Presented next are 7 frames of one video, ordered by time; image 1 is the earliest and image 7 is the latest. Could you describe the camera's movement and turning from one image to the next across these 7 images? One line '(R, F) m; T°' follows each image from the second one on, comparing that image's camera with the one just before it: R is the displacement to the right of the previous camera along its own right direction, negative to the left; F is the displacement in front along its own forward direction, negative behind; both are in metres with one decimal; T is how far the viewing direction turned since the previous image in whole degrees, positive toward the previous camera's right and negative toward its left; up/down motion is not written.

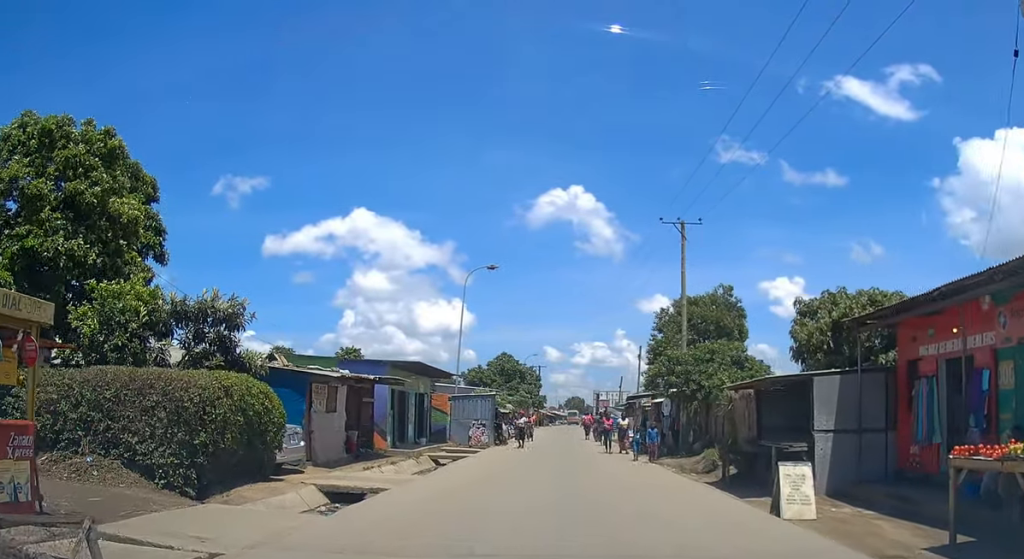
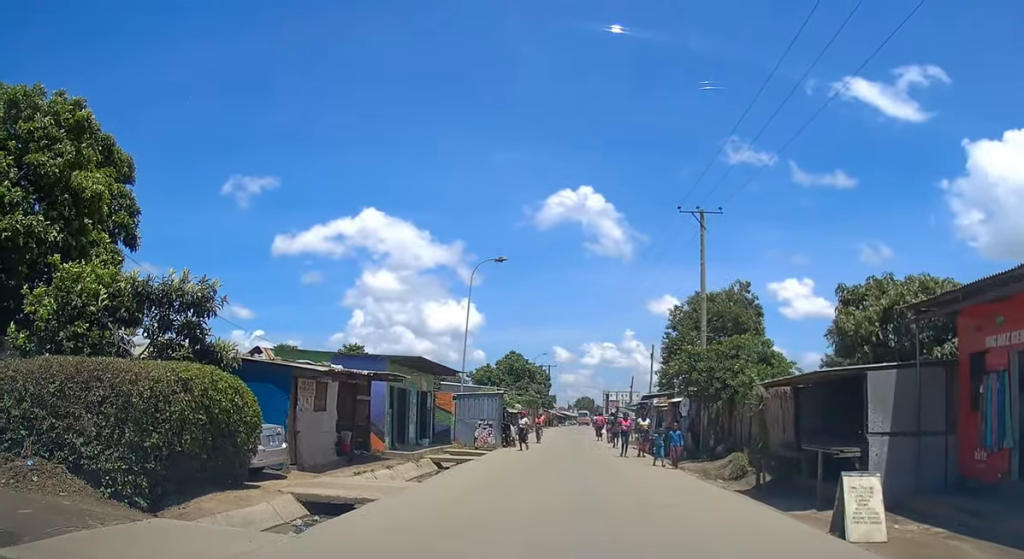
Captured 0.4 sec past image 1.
(0.0, +1.8) m; 0°
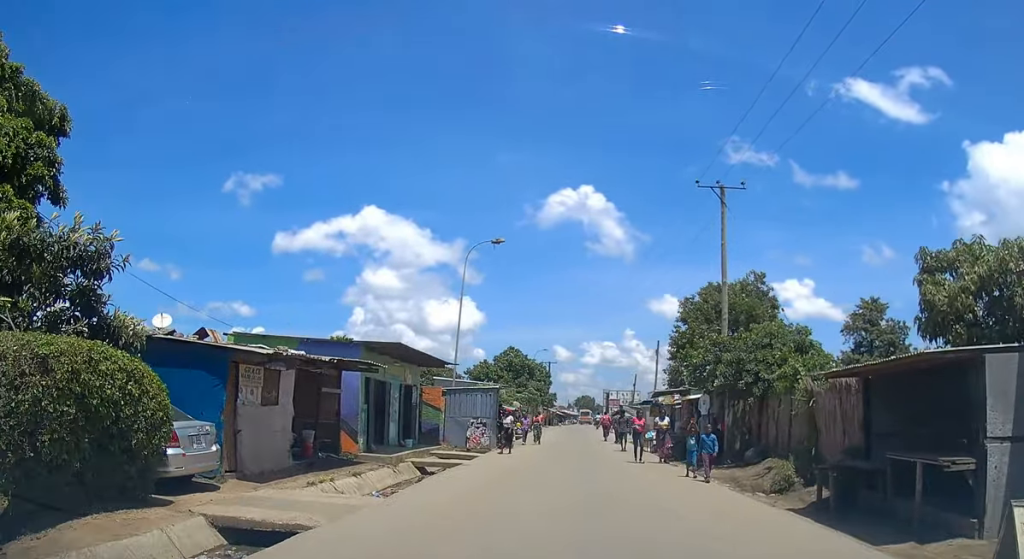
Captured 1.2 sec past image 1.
(0.0, +3.3) m; 0°
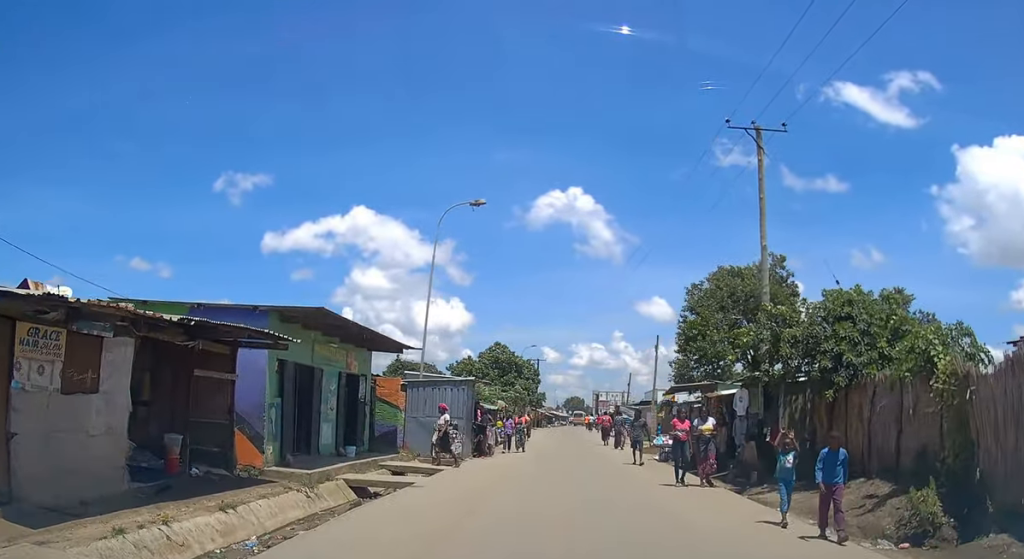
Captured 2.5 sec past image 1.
(+0.1, +6.0) m; 0°
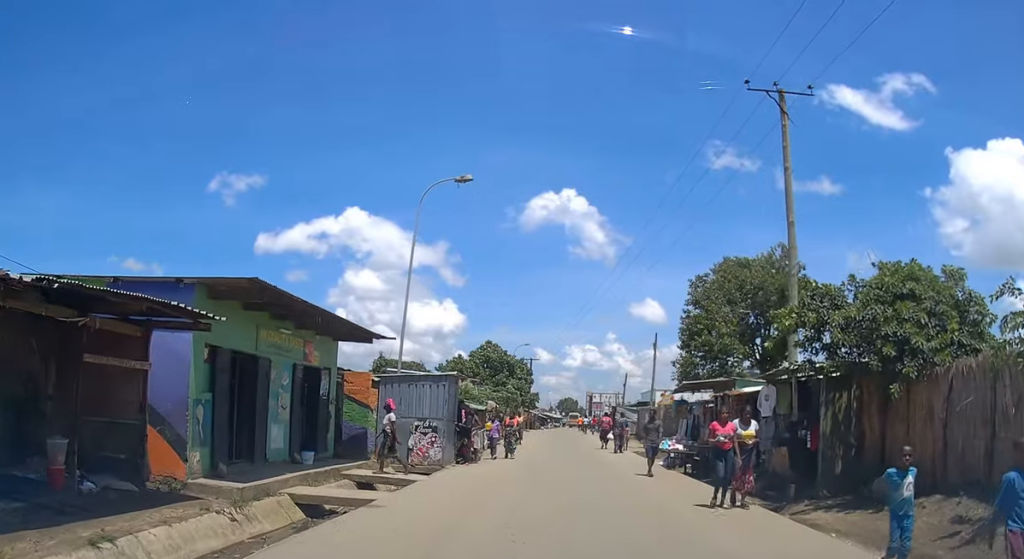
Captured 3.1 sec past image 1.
(0.0, +2.8) m; +1°
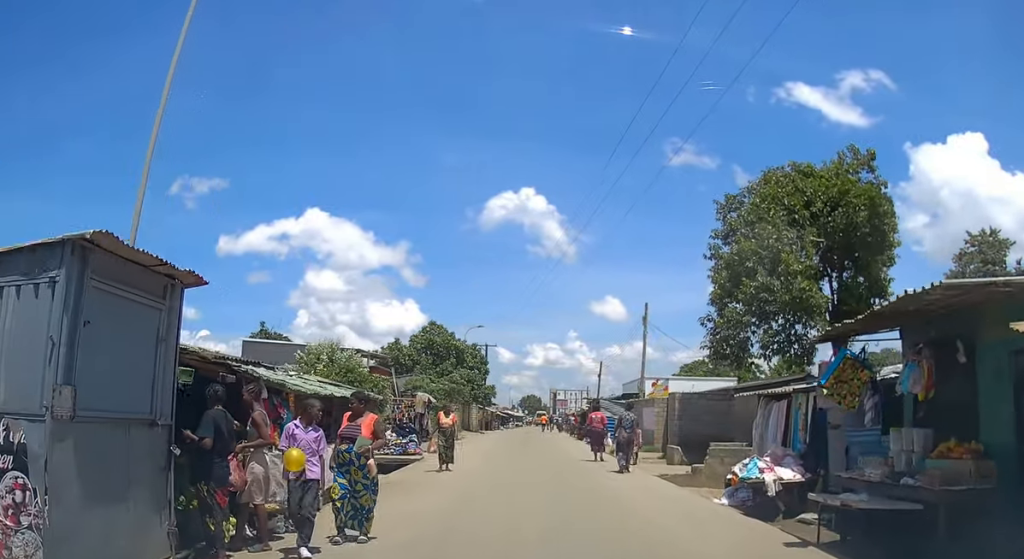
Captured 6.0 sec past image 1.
(+0.4, +14.1) m; +2°
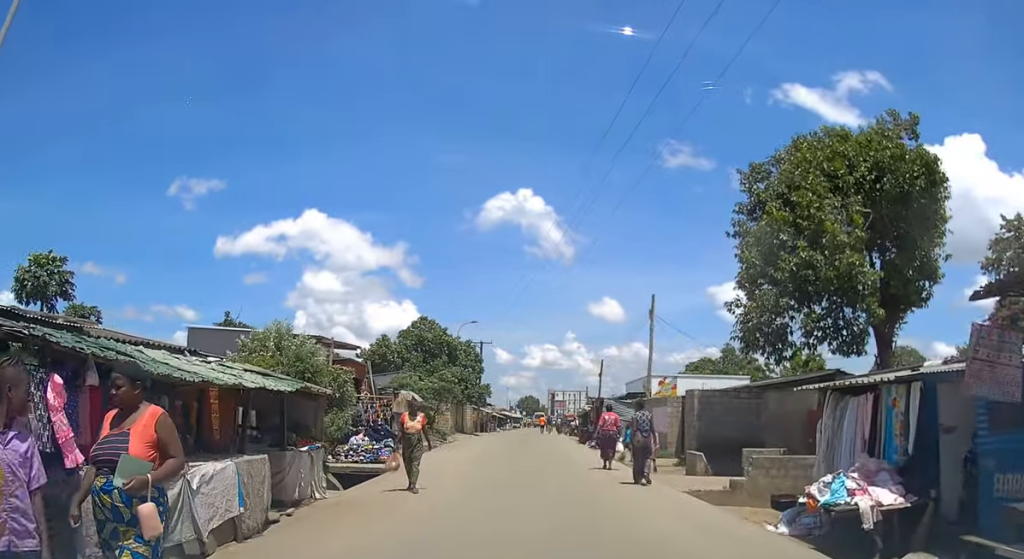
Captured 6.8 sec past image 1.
(0.0, +3.6) m; 0°
